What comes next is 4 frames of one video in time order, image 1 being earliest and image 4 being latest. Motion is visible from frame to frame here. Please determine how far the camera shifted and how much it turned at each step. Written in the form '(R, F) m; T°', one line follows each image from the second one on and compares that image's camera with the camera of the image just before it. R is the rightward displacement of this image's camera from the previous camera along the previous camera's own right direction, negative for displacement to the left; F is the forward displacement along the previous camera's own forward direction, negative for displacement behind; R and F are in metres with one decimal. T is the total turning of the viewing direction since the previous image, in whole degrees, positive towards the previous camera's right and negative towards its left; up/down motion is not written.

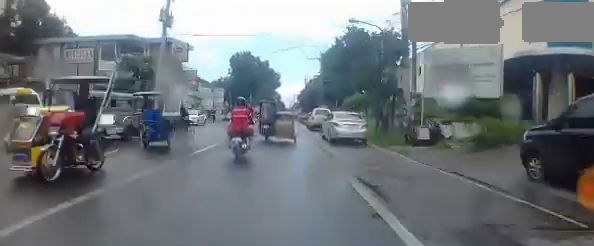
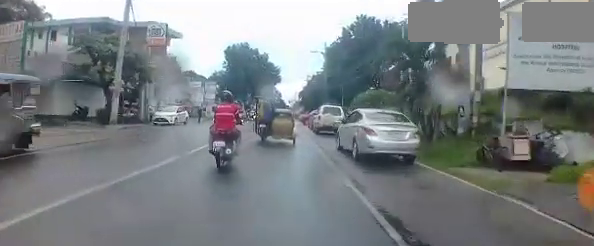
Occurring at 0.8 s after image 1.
(+0.2, +6.7) m; +1°
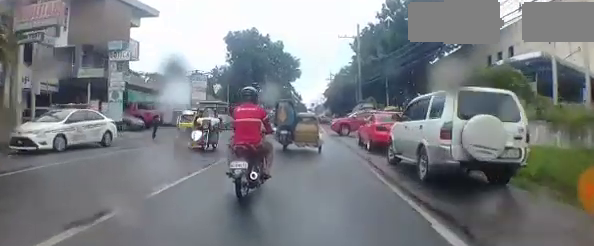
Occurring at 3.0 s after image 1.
(-0.1, +15.6) m; +2°
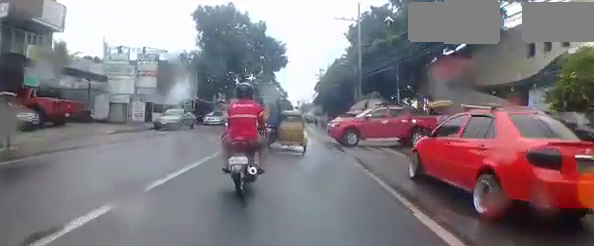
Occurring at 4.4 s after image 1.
(+0.4, +9.0) m; -3°
